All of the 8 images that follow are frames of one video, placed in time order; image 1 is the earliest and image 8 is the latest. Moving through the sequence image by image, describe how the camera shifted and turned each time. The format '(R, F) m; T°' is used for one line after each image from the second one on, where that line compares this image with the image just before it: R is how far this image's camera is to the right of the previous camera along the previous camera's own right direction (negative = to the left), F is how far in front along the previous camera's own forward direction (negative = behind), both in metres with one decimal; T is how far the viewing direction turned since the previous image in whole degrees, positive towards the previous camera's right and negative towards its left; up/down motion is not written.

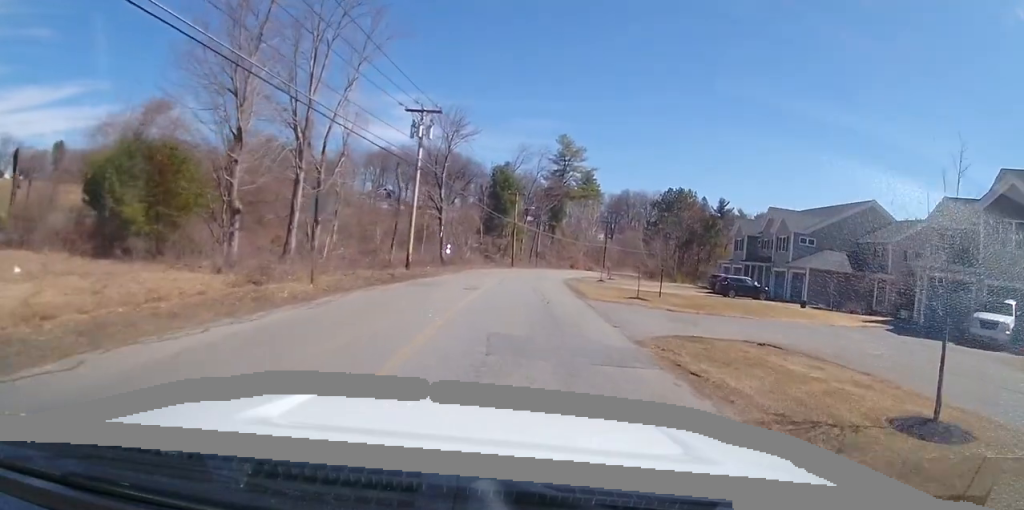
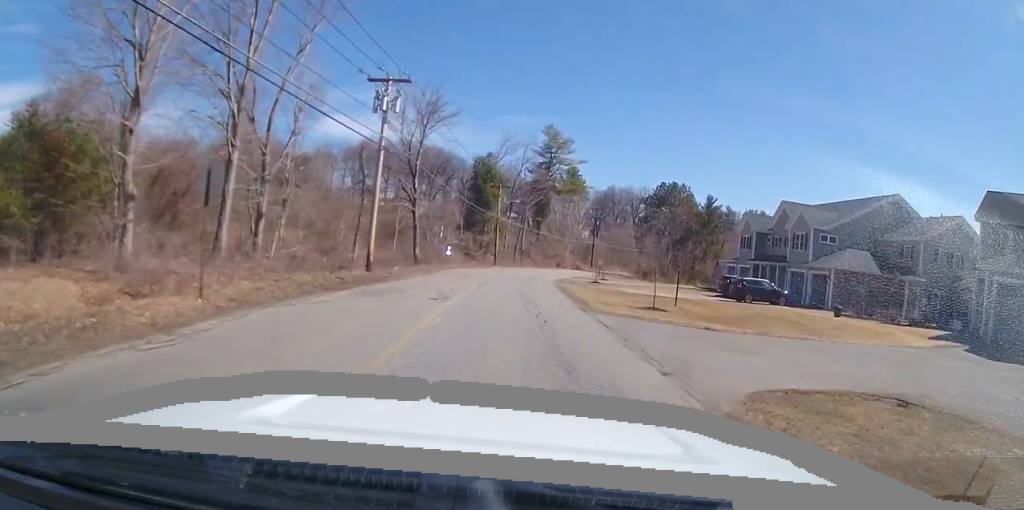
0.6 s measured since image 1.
(-0.1, +5.4) m; +3°
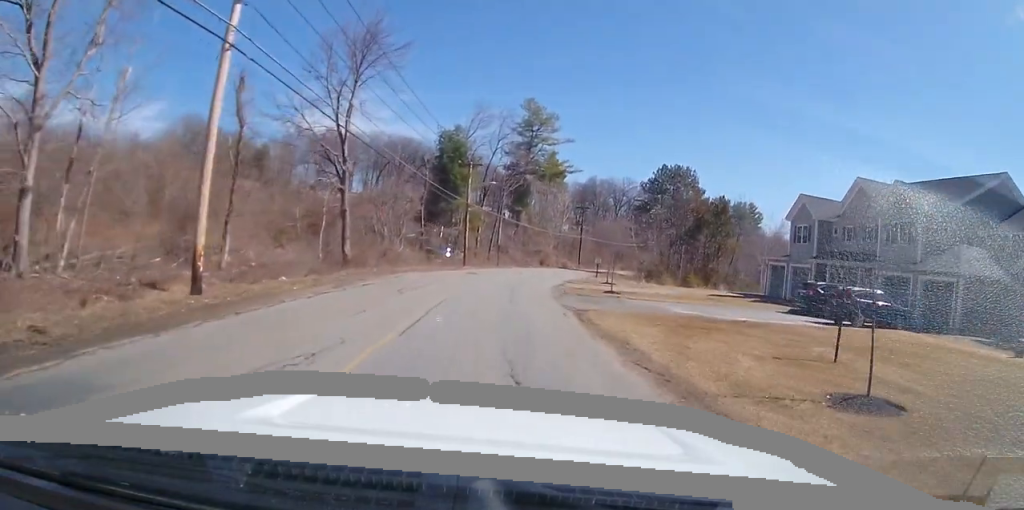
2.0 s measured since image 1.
(+1.1, +13.2) m; +8°
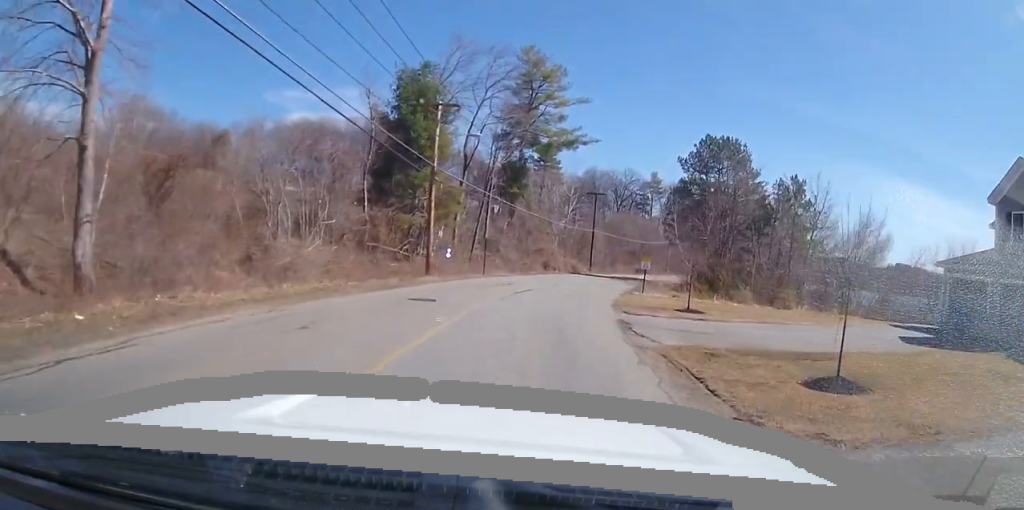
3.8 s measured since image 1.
(+0.1, +18.9) m; +2°
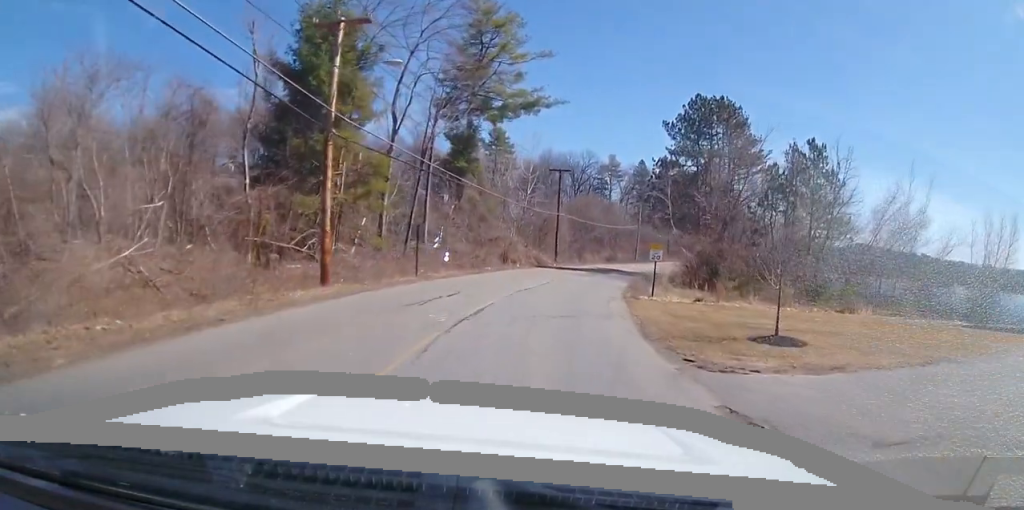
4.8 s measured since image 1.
(+0.5, +10.6) m; +3°
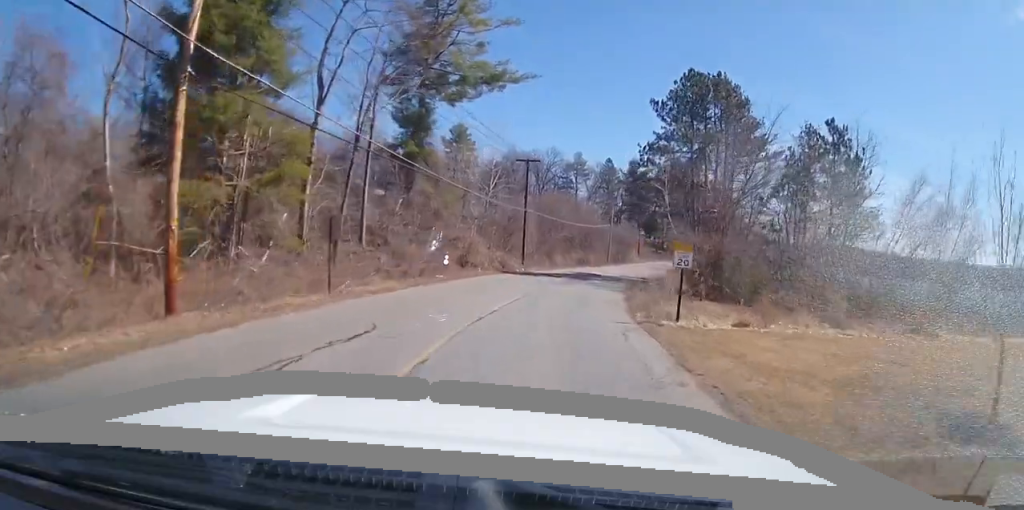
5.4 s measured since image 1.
(0.0, +7.4) m; +2°
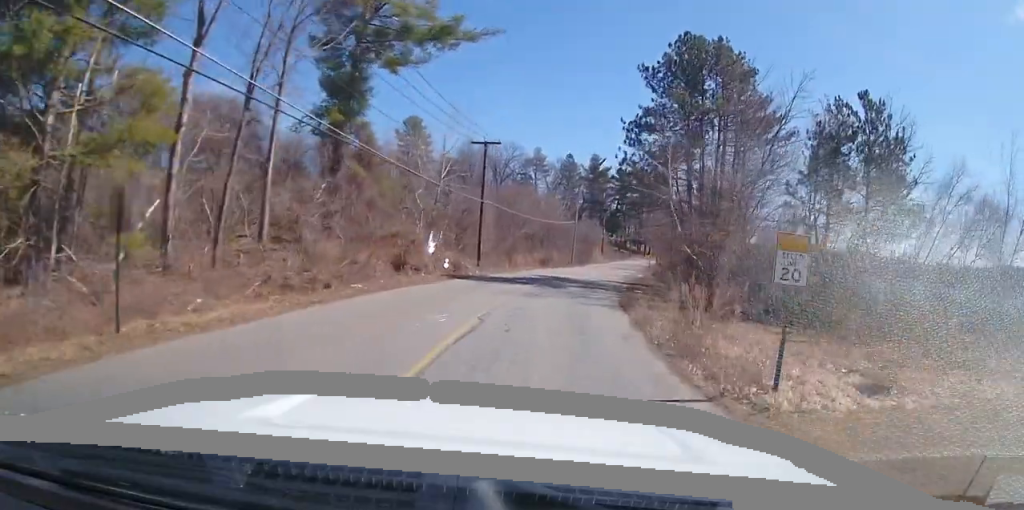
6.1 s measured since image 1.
(+0.1, +7.9) m; +4°
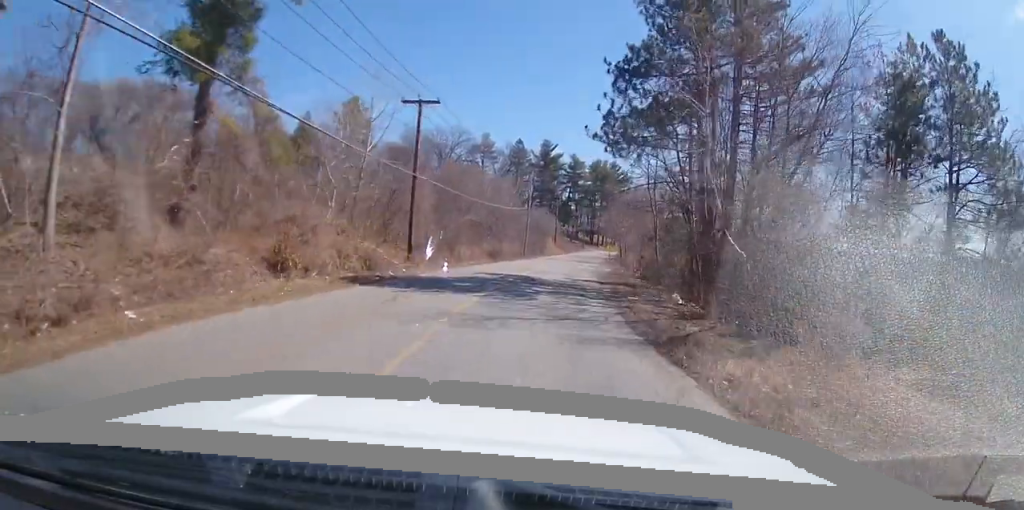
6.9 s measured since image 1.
(+0.3, +9.9) m; +7°
